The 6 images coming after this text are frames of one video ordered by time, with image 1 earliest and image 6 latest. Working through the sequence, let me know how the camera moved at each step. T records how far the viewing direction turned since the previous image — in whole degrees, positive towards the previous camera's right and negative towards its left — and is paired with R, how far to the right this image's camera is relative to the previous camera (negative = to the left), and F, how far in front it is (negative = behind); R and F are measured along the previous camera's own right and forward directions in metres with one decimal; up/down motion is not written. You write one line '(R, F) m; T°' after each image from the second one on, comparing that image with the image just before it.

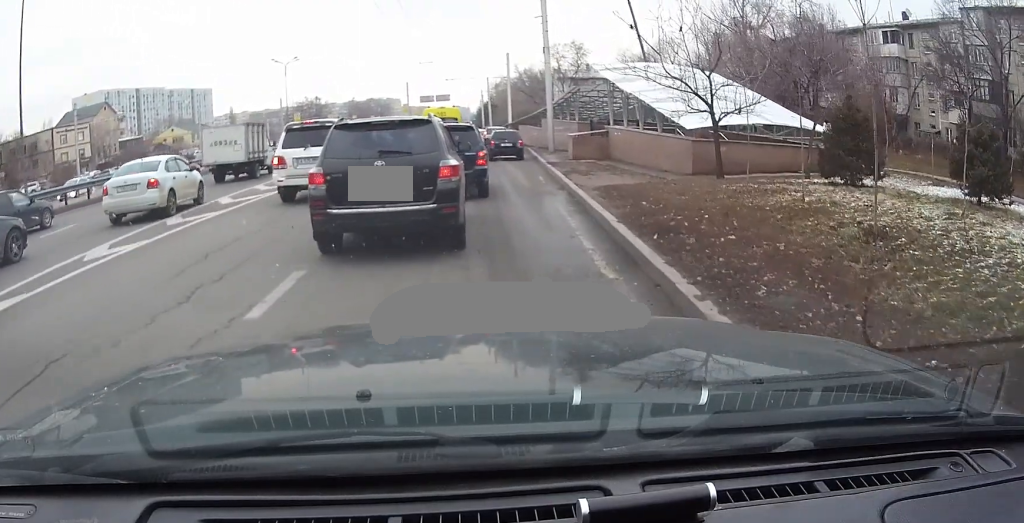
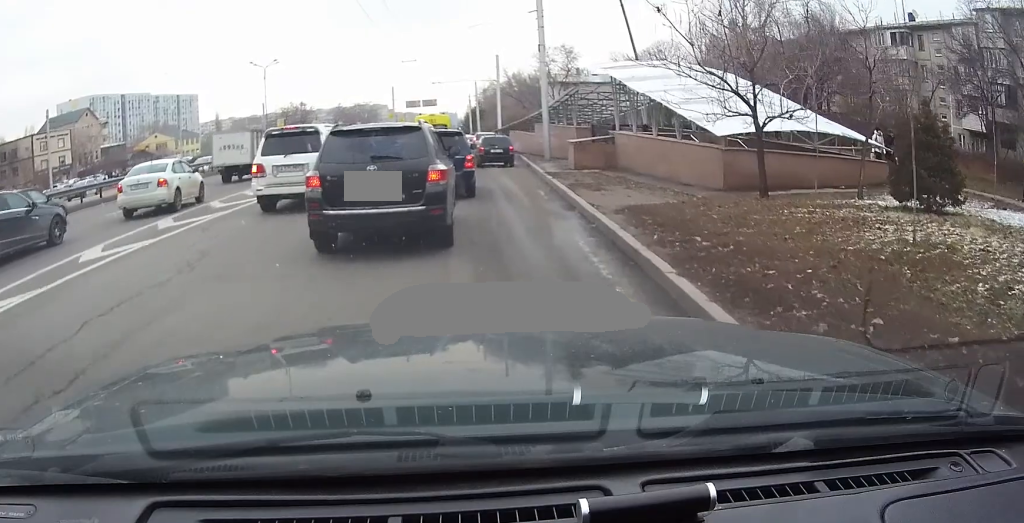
(+0.1, +3.5) m; -1°
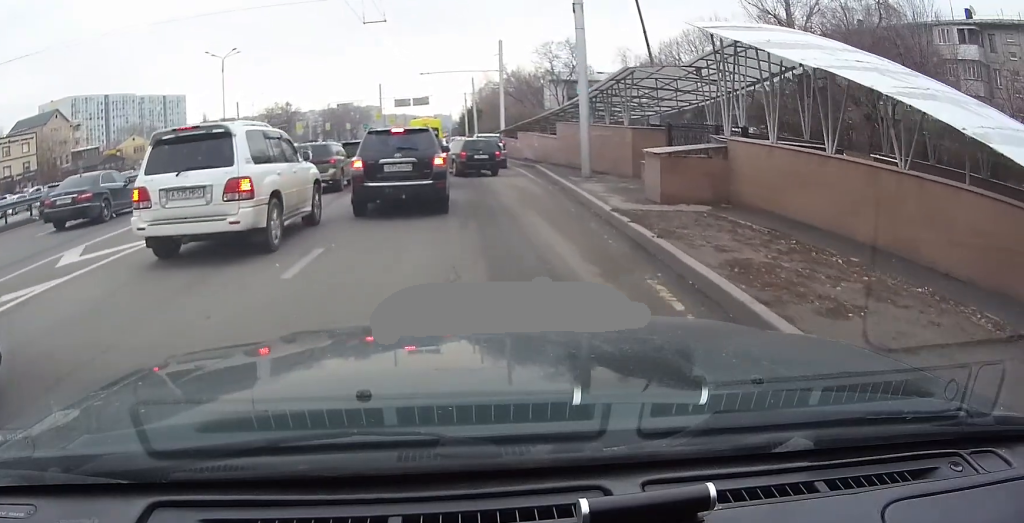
(-0.2, +10.6) m; 0°
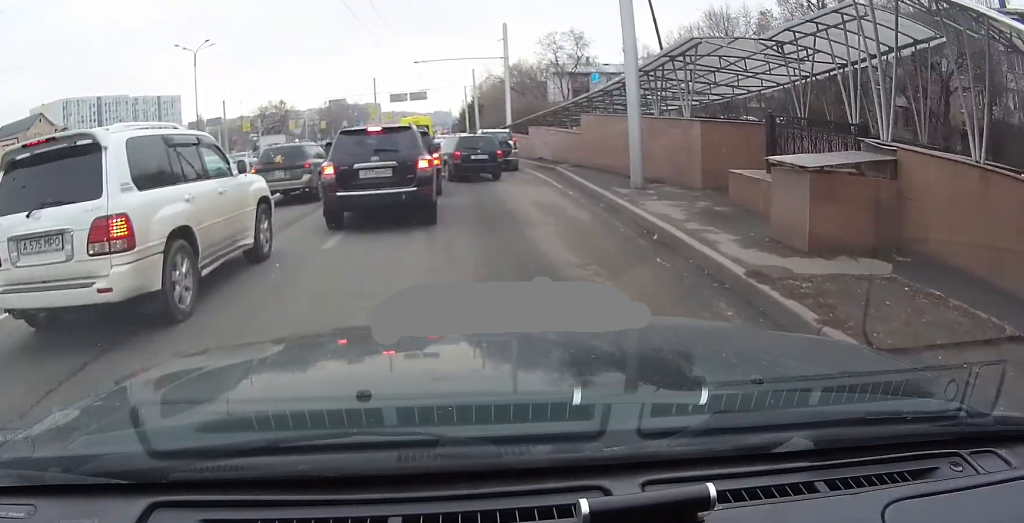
(0.0, +4.8) m; -1°
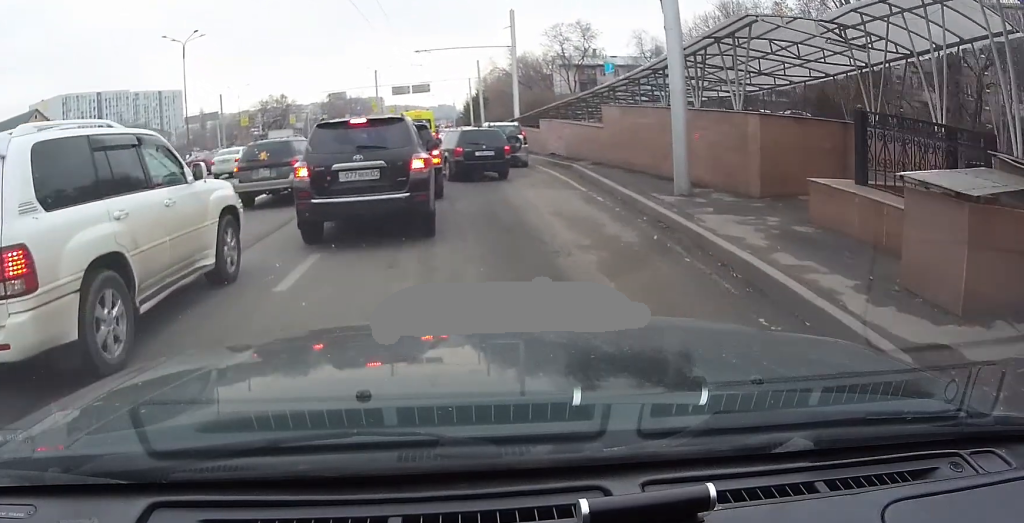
(0.0, +2.0) m; -1°
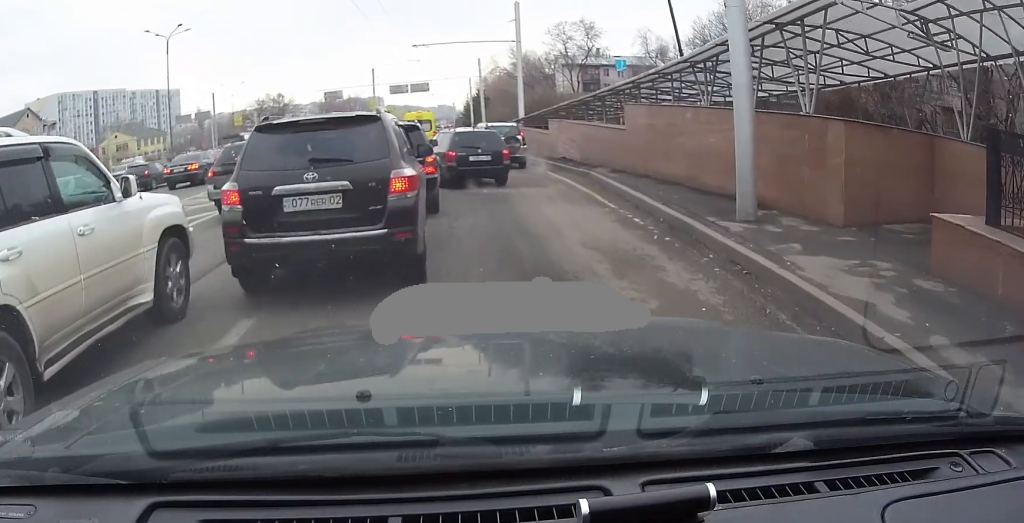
(-0.1, +2.2) m; 0°
